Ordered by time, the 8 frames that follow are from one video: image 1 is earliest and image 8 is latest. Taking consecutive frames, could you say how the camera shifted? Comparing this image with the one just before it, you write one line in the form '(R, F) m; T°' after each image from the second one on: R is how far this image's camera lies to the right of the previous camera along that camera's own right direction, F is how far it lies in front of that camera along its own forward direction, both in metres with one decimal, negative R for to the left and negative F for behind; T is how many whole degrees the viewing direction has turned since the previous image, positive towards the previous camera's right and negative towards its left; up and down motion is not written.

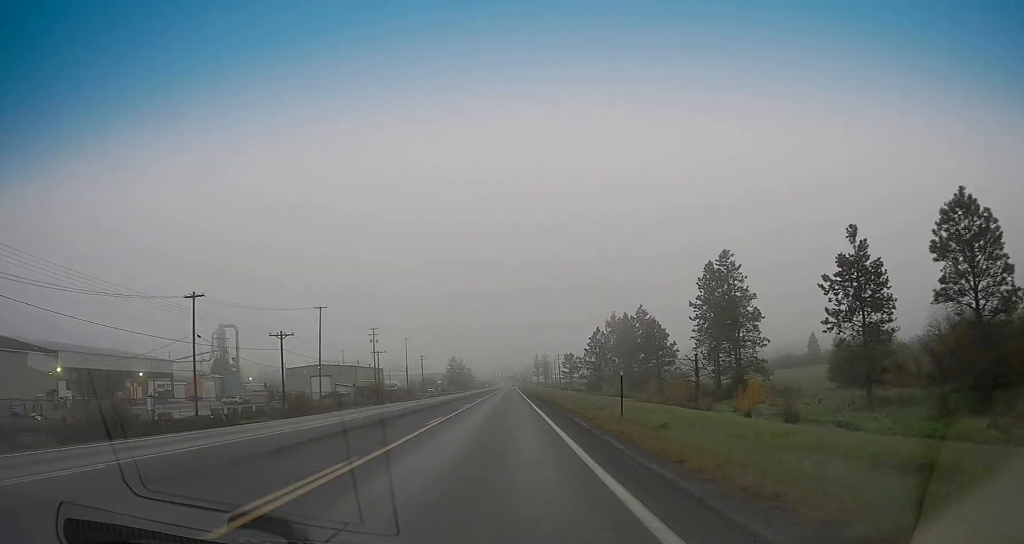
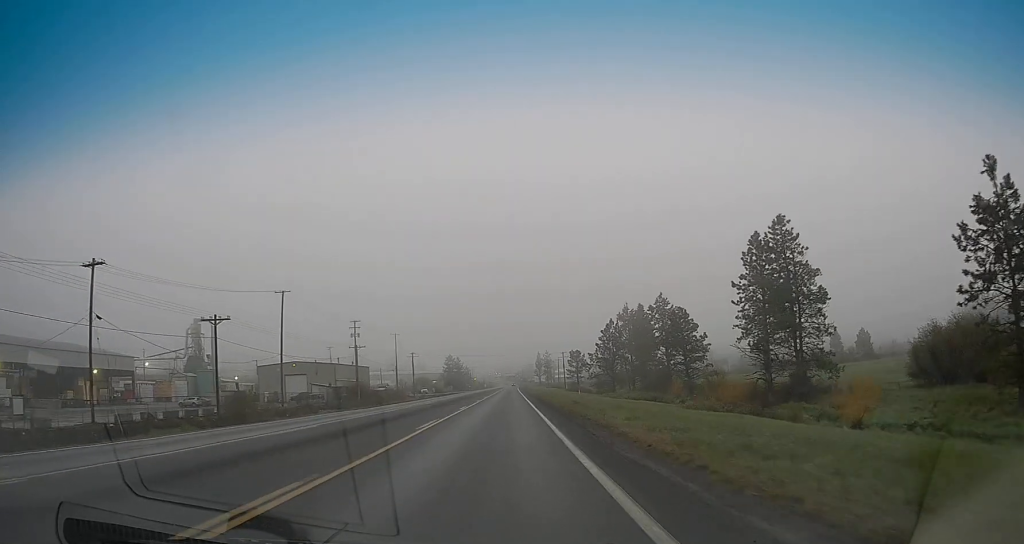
(+0.2, +17.3) m; 0°
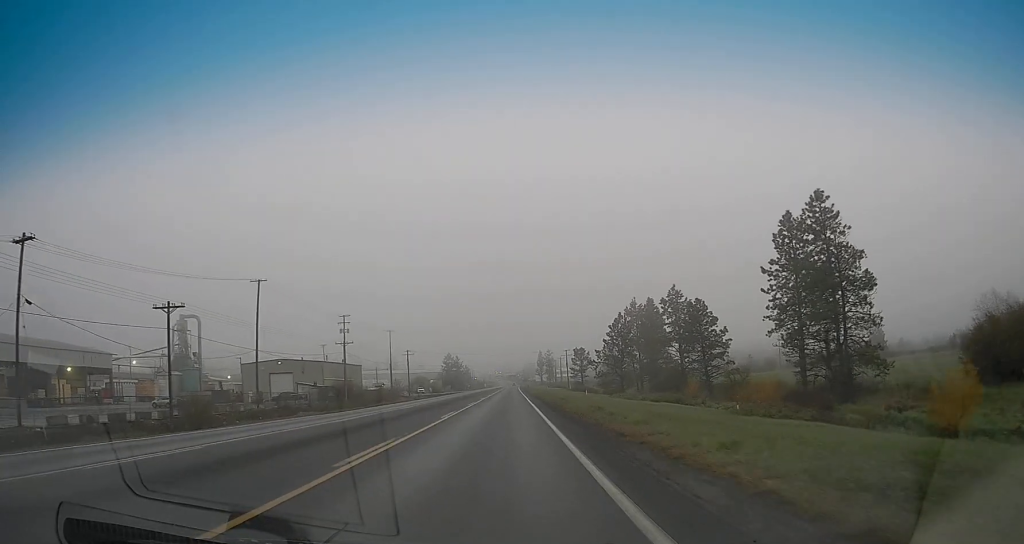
(-0.1, +8.6) m; -1°
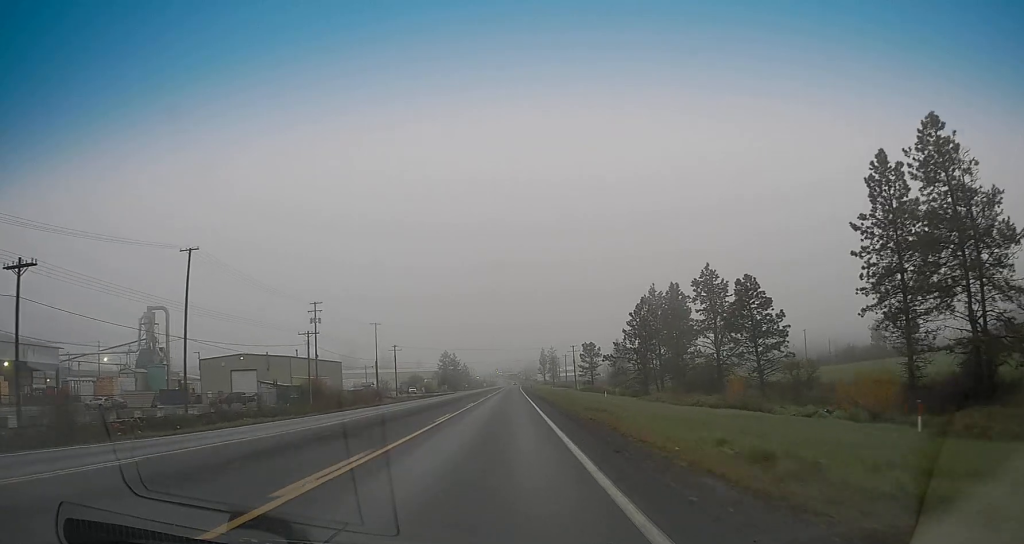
(-0.3, +17.9) m; -1°
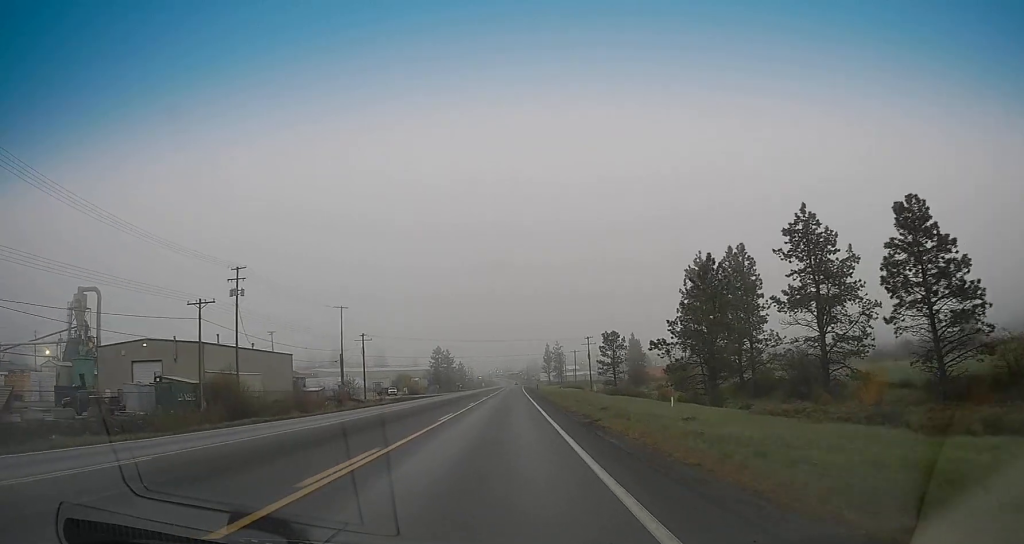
(+0.4, +30.0) m; +2°
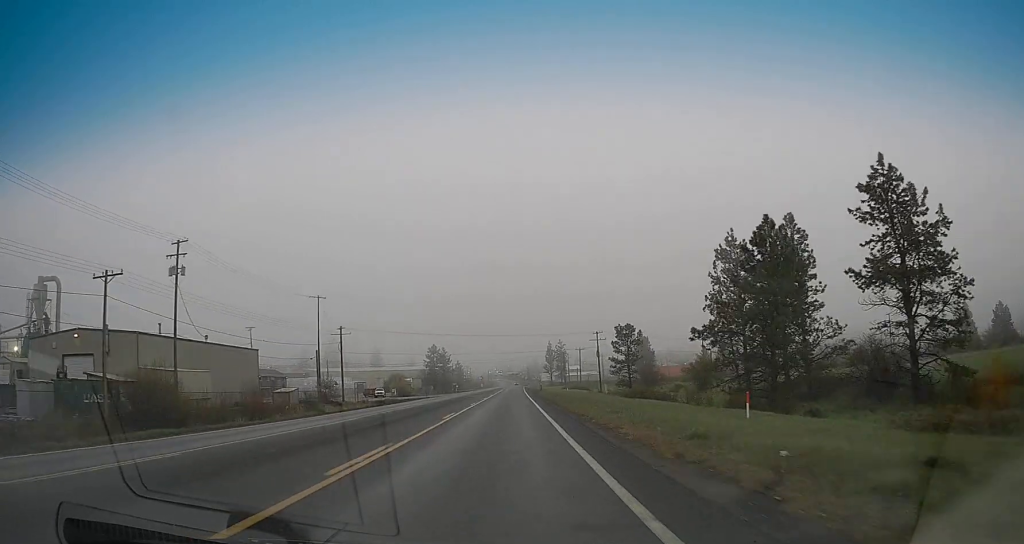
(-0.1, +14.0) m; -1°
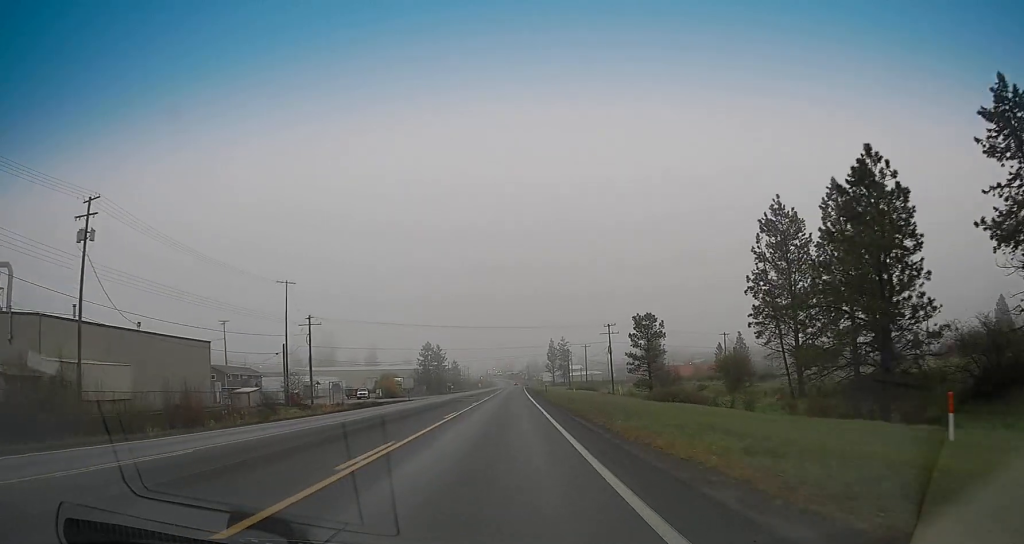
(-0.2, +14.6) m; -1°
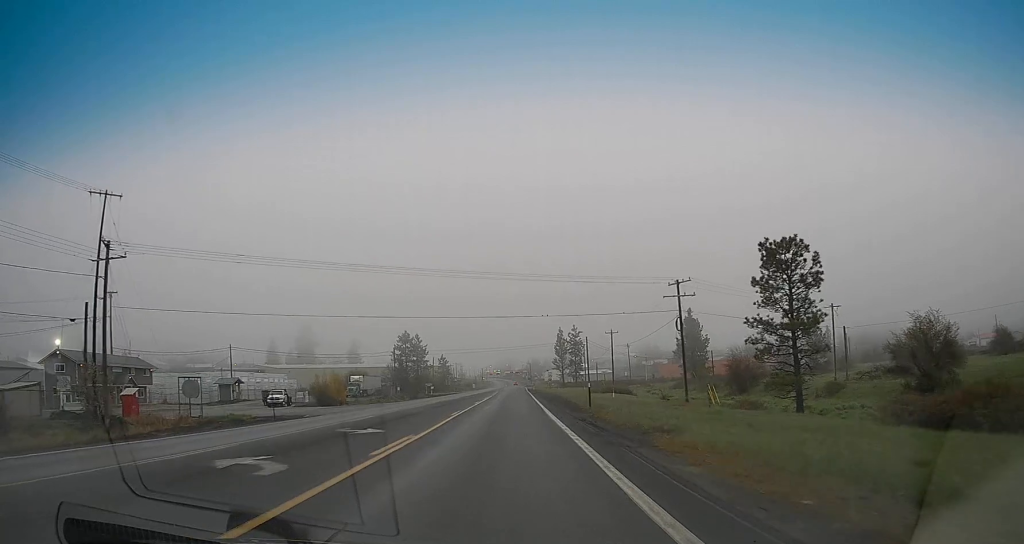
(+0.7, +43.3) m; +1°
